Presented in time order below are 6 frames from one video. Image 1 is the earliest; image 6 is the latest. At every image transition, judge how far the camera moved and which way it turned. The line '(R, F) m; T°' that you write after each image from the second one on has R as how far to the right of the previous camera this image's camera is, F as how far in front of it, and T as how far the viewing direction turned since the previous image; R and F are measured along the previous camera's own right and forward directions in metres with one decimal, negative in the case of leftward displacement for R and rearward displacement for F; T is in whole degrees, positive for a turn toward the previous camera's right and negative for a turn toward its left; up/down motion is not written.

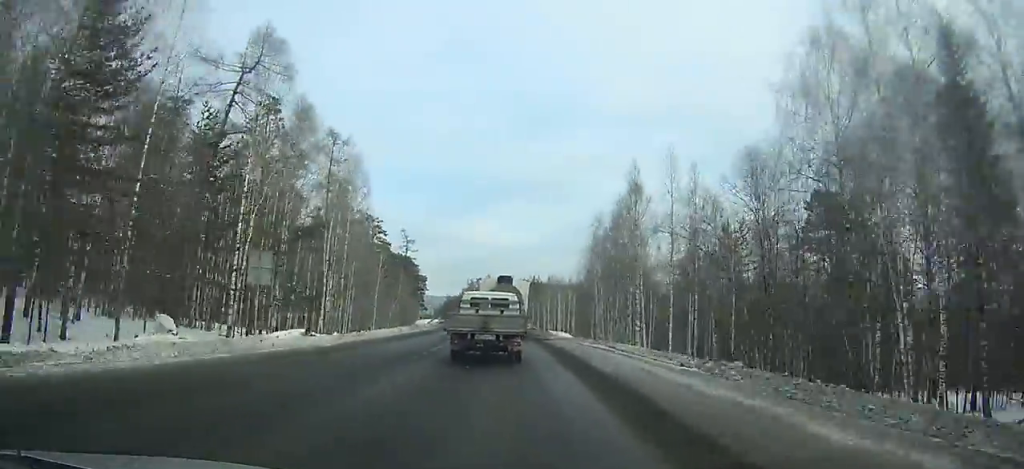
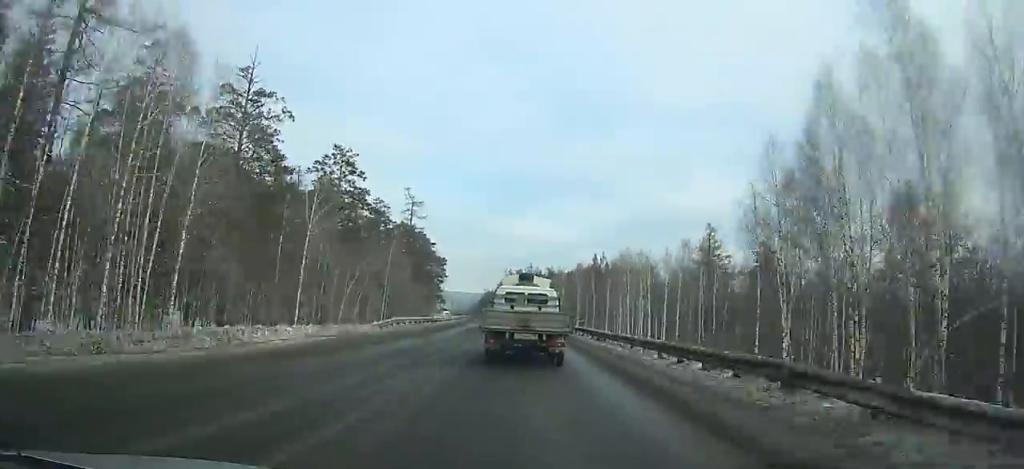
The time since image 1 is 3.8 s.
(-1.7, +49.2) m; -3°
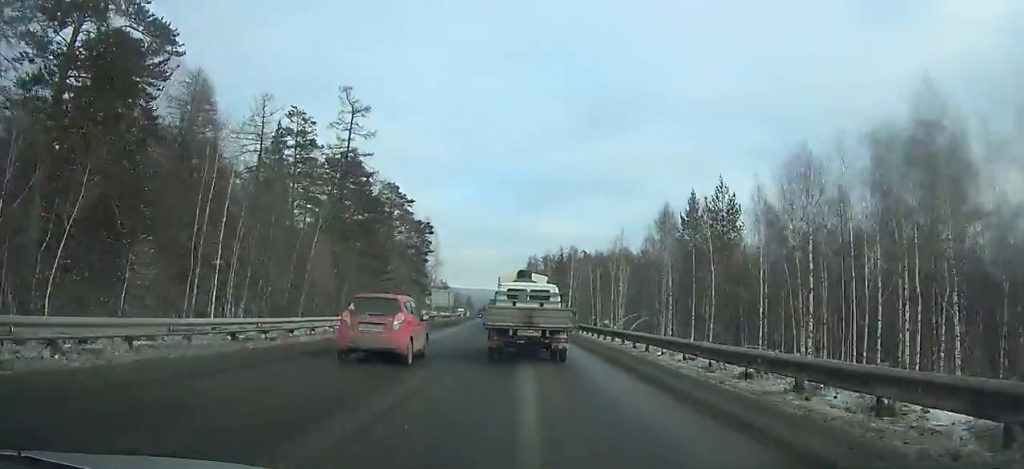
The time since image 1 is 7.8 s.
(-1.0, +51.0) m; -3°
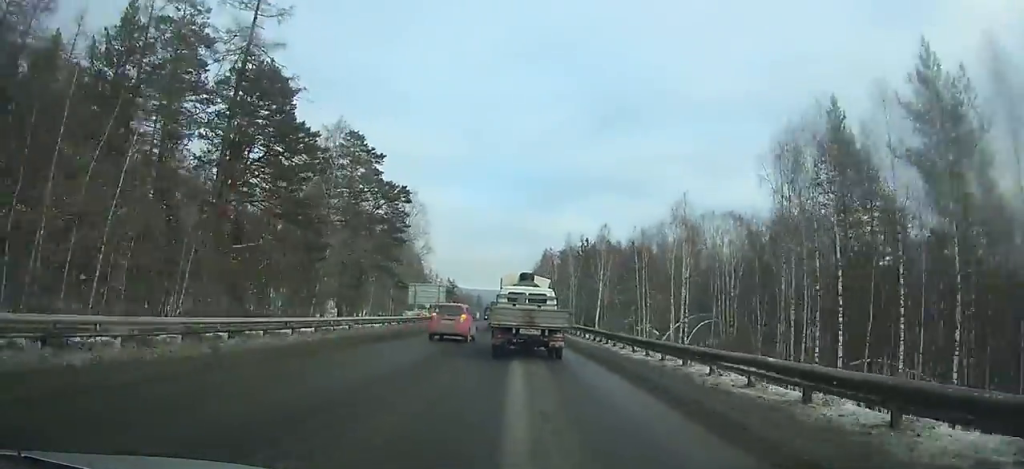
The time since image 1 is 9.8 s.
(-0.5, +24.9) m; -1°
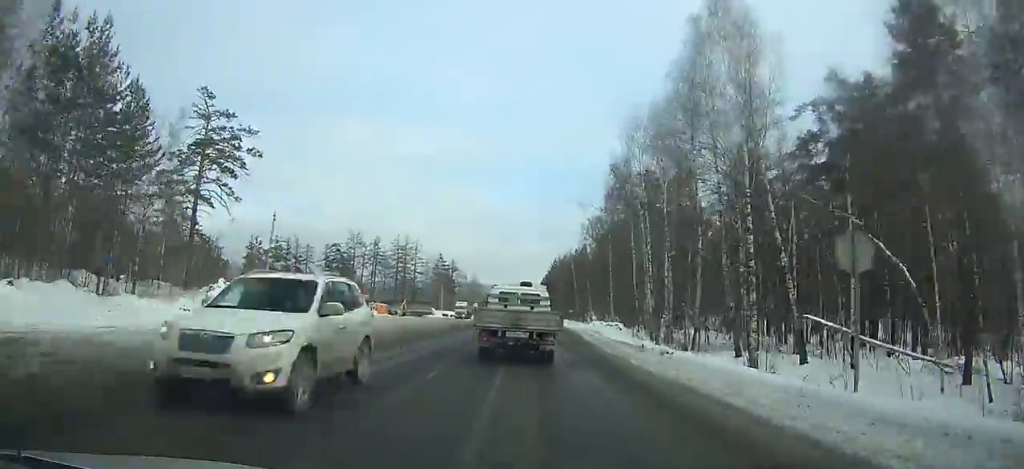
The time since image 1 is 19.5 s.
(-3.7, +115.0) m; -3°
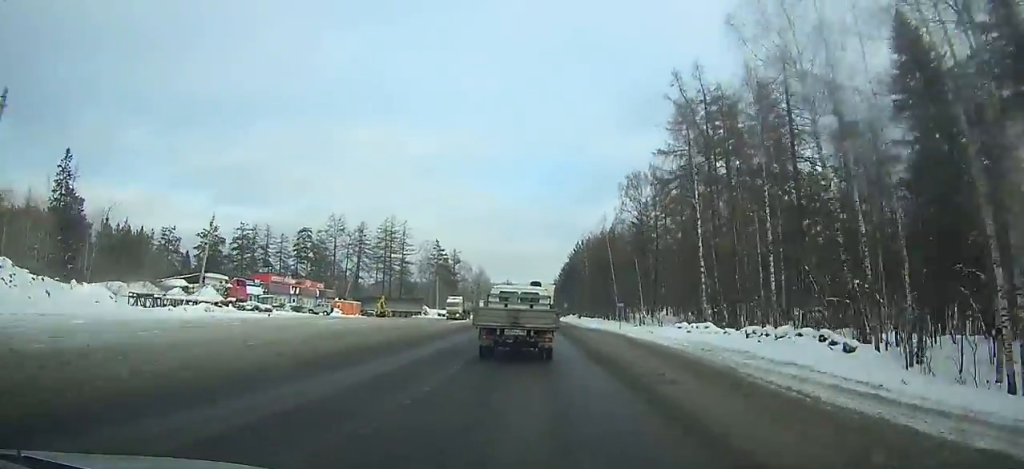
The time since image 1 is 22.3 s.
(0.0, +34.6) m; 0°
